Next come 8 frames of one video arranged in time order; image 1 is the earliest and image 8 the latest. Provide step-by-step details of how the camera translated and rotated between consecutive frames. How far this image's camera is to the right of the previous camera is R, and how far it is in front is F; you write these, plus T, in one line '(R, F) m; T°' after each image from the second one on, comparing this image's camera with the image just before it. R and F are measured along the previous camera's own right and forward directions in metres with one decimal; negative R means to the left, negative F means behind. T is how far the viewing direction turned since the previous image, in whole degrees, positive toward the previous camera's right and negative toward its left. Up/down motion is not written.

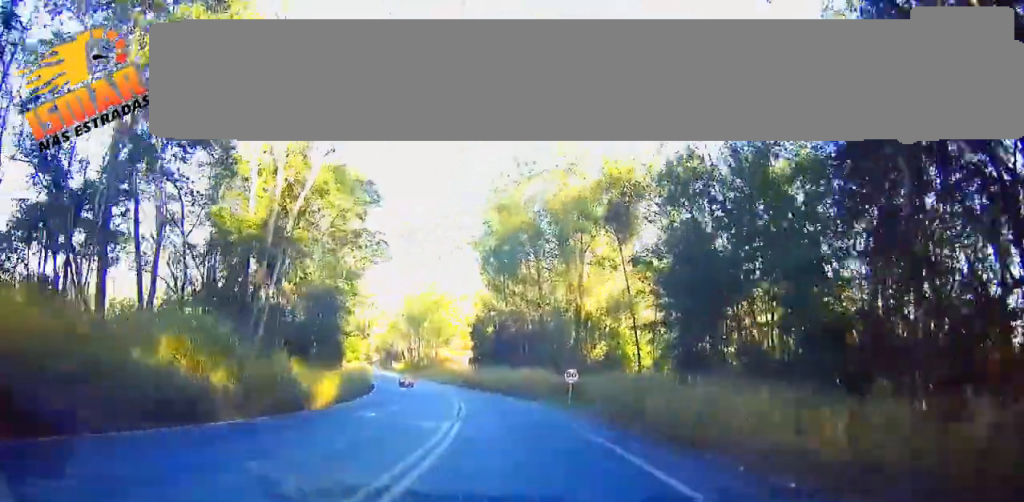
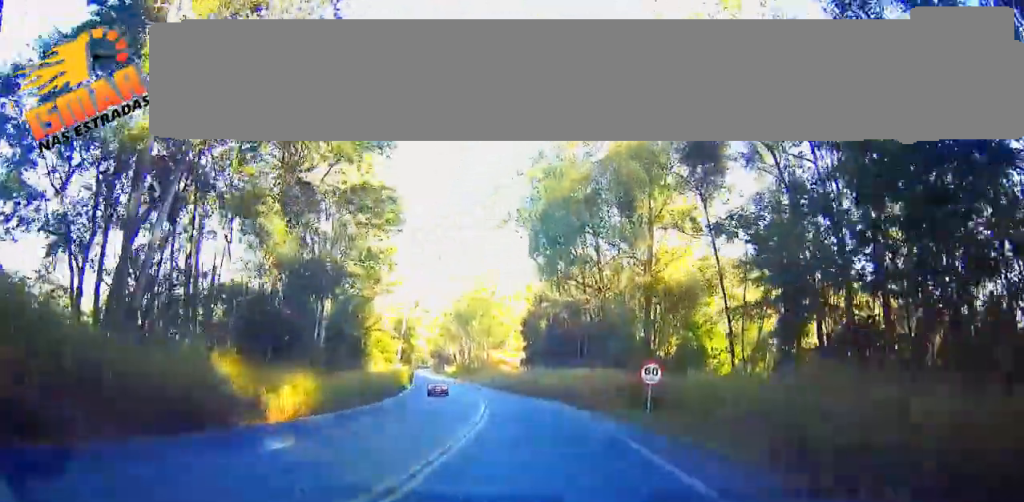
(0.0, +13.9) m; -6°
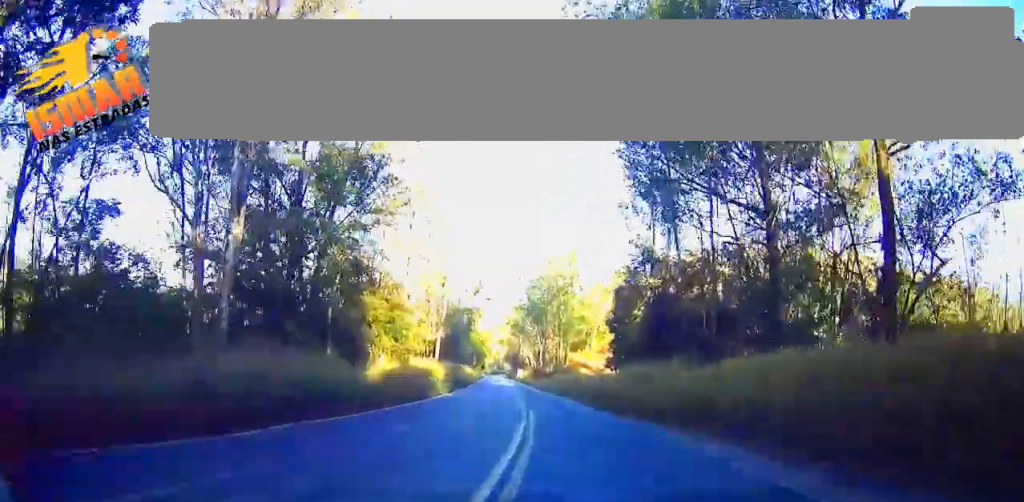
(-3.8, +29.9) m; -7°
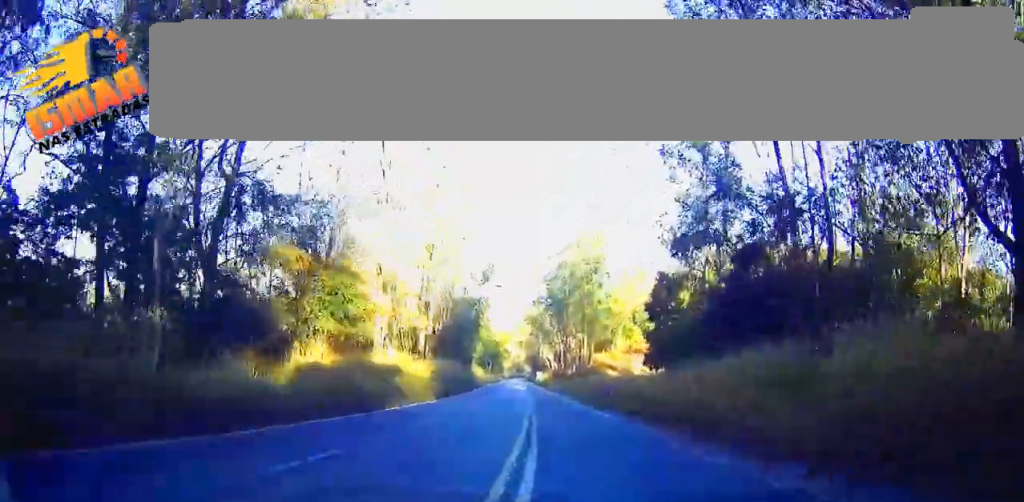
(0.0, +18.8) m; -1°
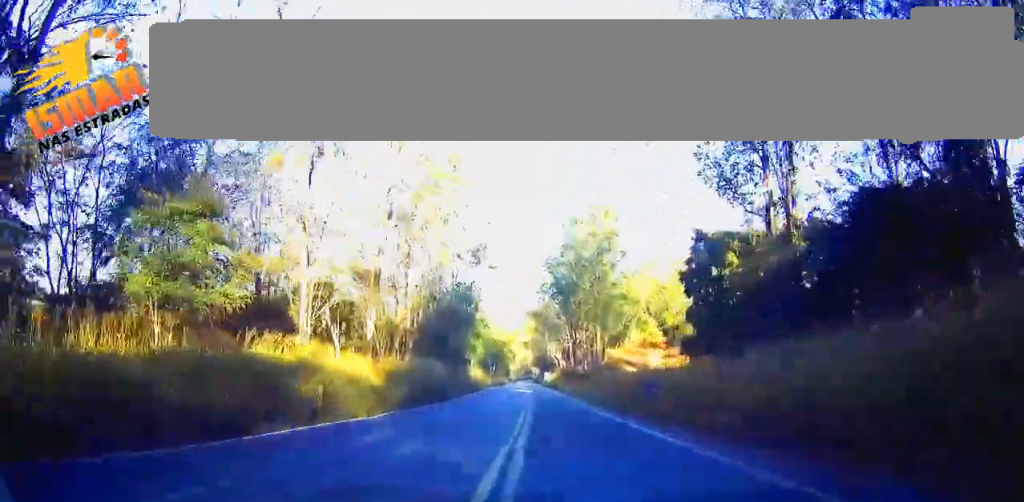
(0.0, +16.8) m; -3°
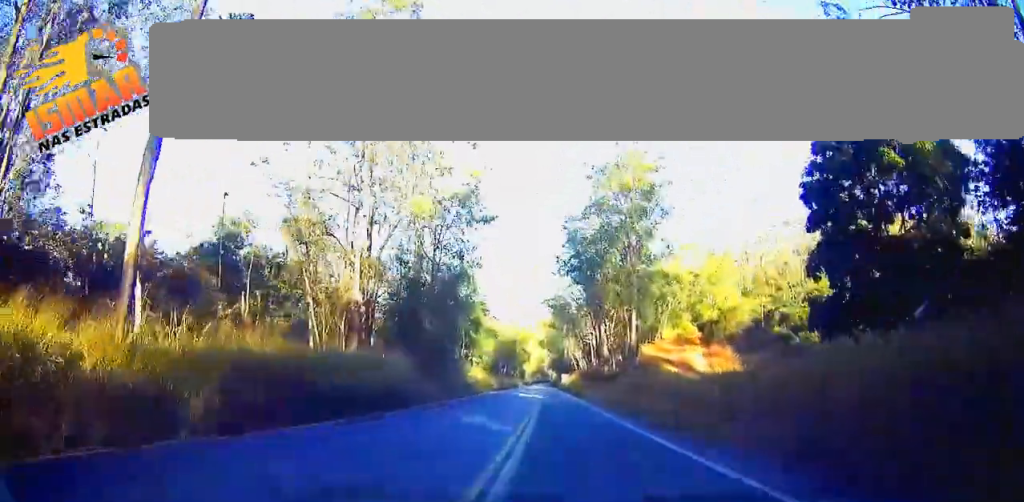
(-1.3, +24.1) m; -3°
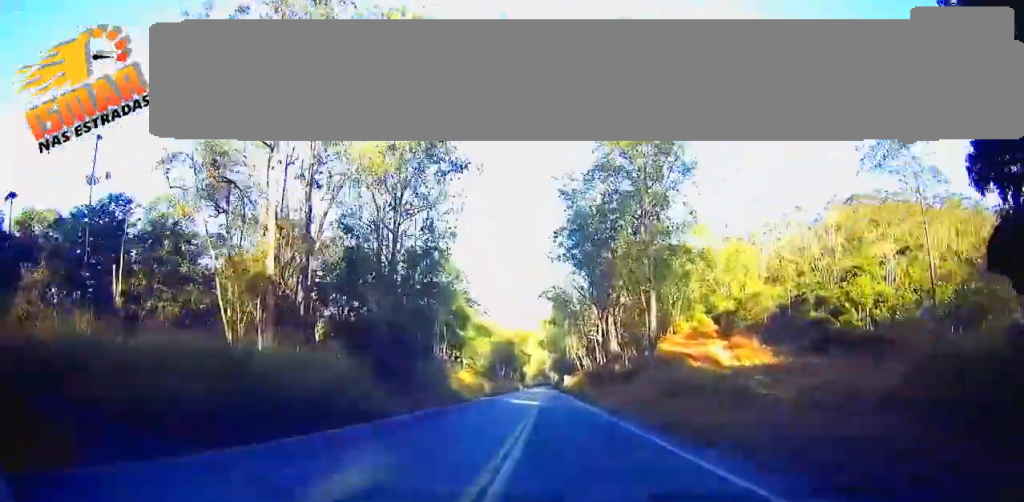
(0.0, +14.7) m; -1°
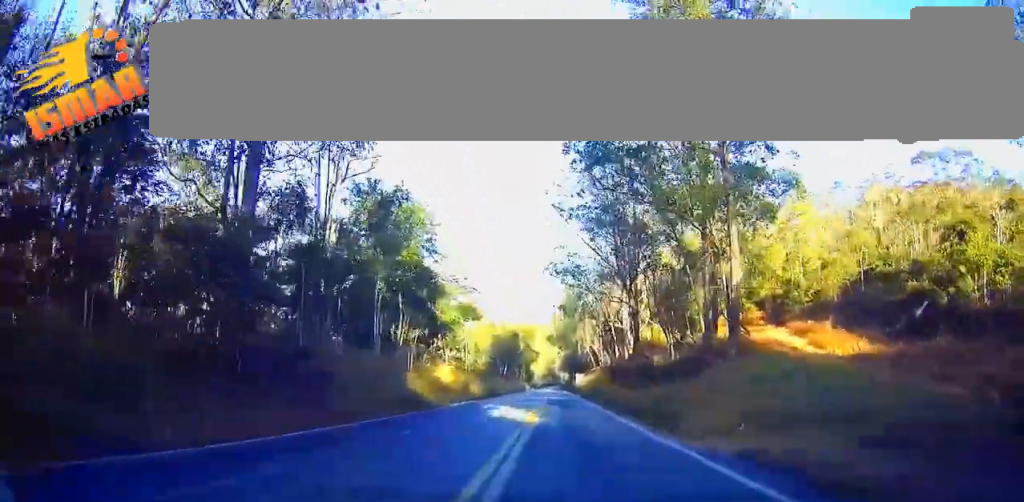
(-0.3, +24.5) m; -1°
